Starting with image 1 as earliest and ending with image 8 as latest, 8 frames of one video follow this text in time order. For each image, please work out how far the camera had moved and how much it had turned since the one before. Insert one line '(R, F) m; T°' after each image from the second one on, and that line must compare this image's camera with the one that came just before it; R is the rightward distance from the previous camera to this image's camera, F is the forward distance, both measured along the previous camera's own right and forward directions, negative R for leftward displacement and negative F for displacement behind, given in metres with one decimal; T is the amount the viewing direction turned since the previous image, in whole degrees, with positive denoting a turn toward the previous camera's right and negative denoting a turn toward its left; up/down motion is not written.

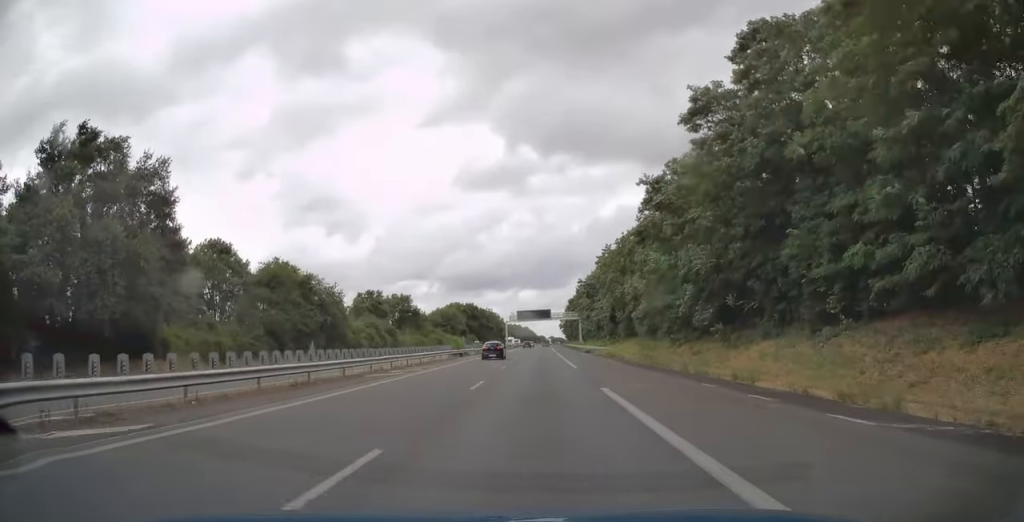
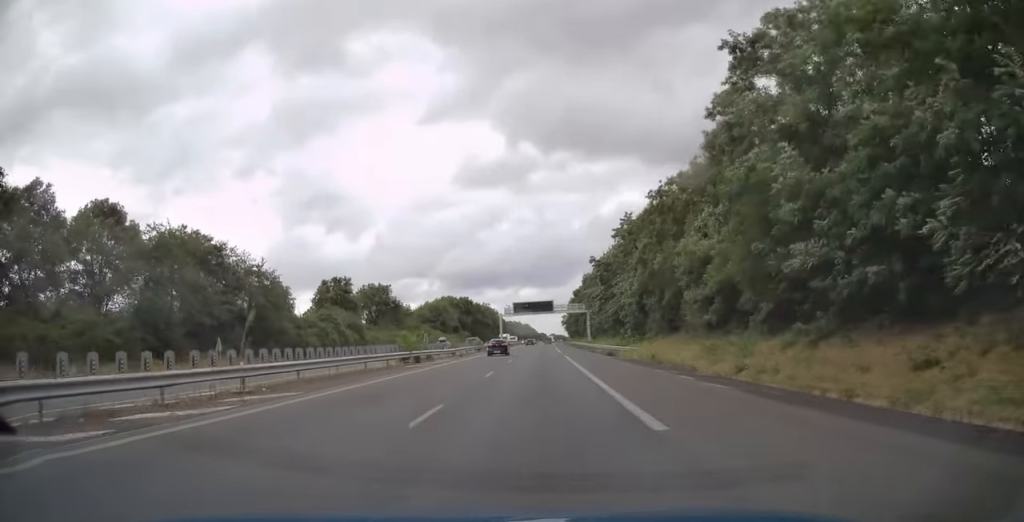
(0.0, +21.0) m; 0°
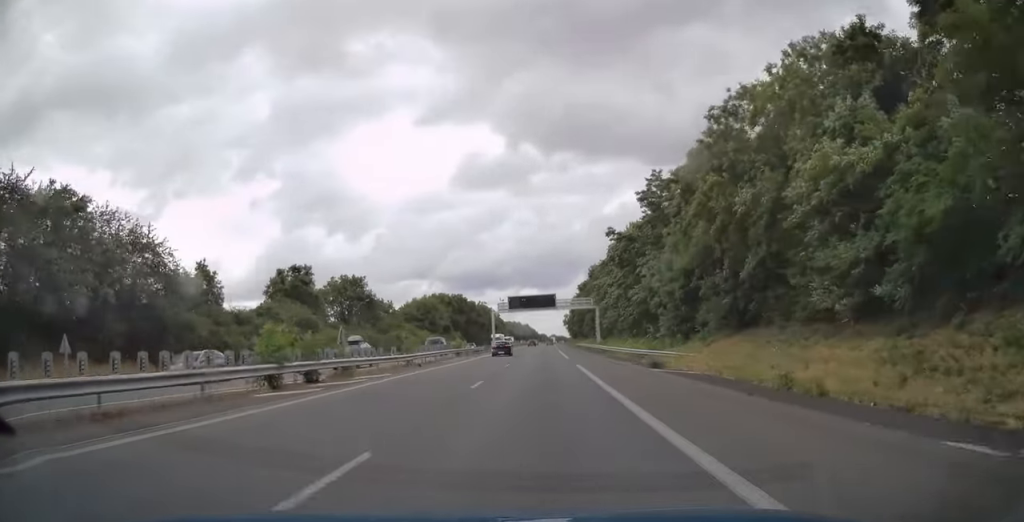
(0.0, +18.3) m; 0°
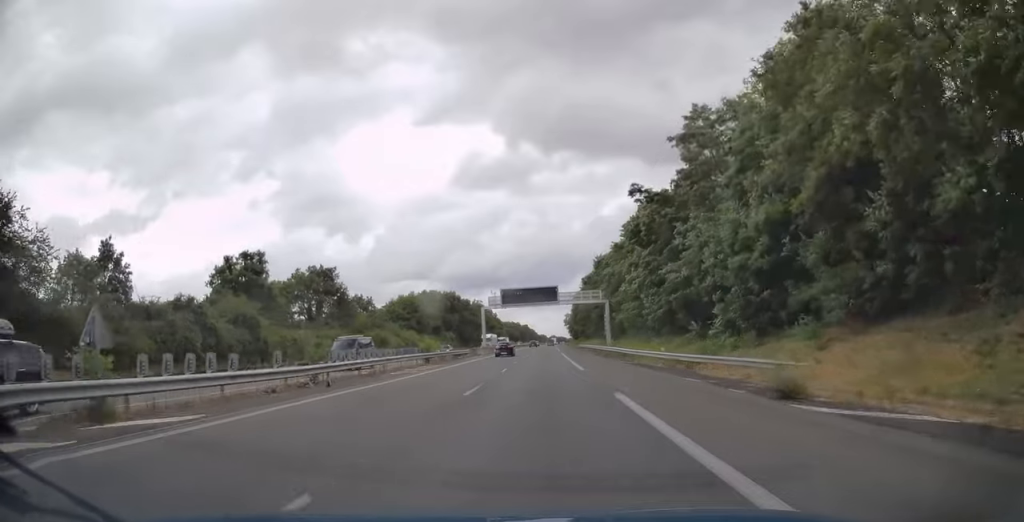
(0.0, +15.1) m; 0°
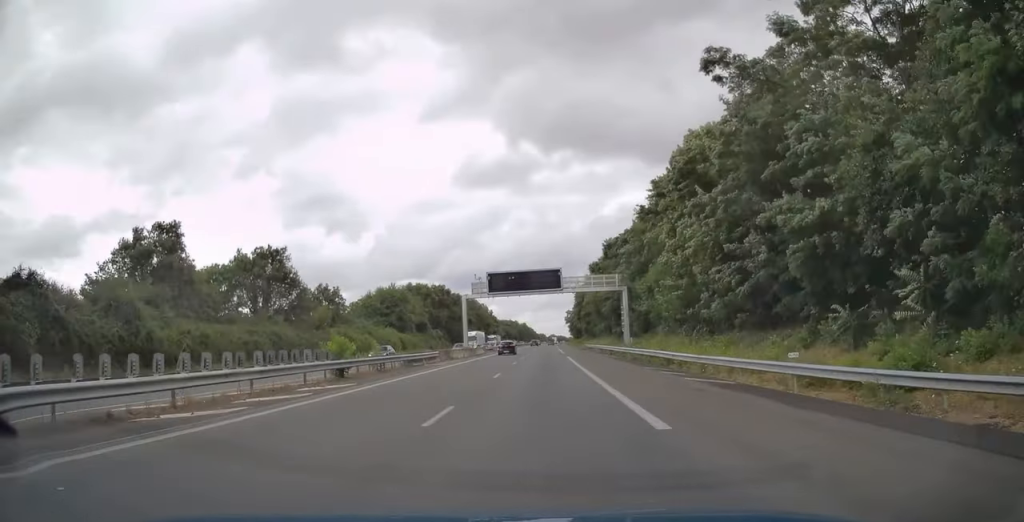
(0.0, +18.3) m; 0°
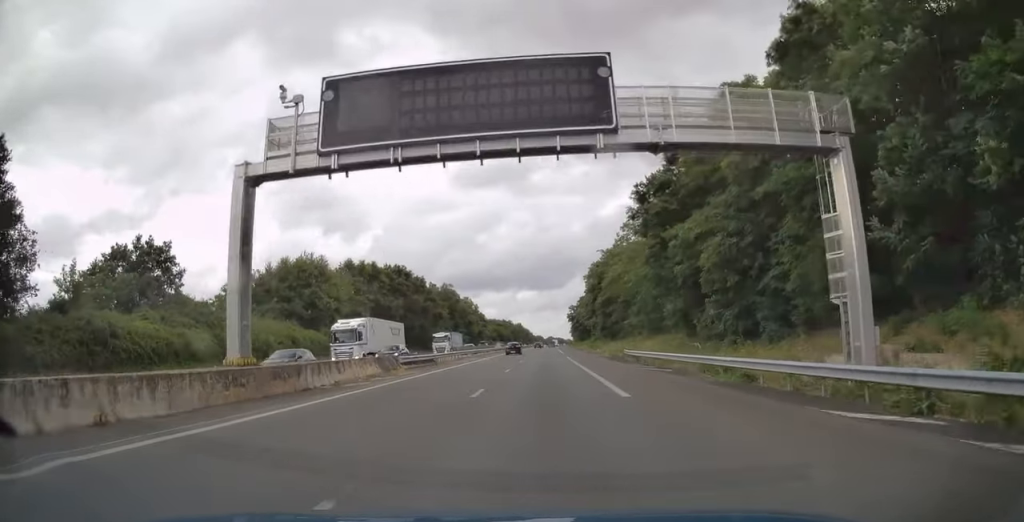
(0.0, +46.8) m; 0°
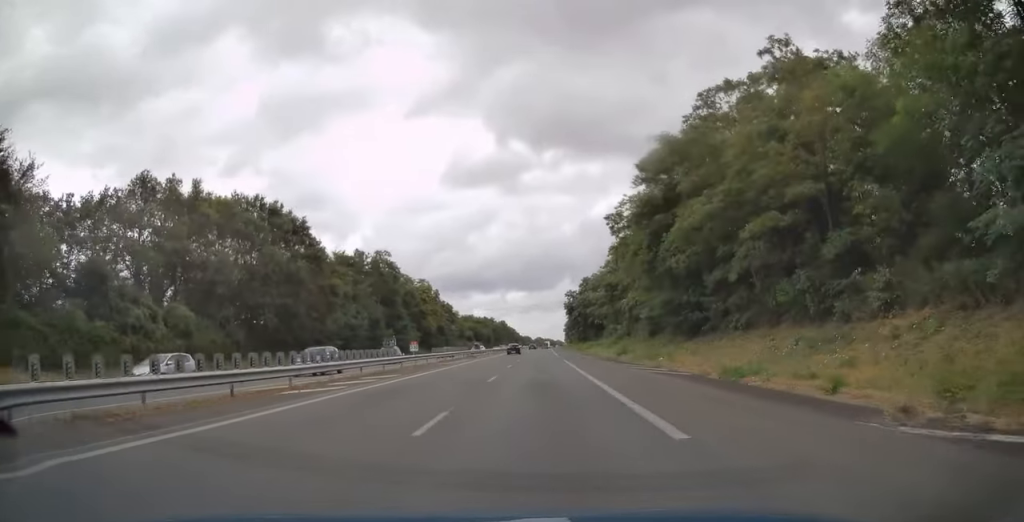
(+0.3, +58.1) m; +1°
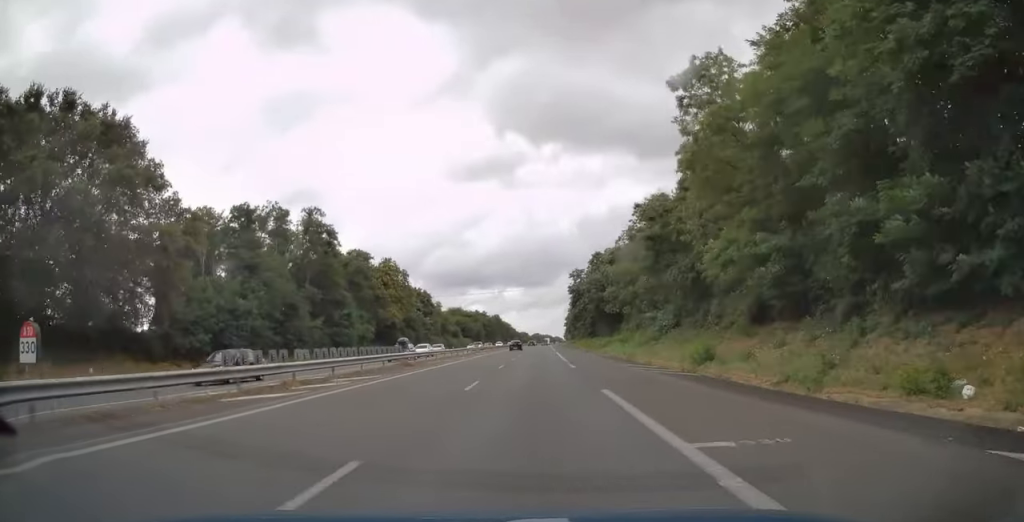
(+0.2, +31.2) m; 0°
